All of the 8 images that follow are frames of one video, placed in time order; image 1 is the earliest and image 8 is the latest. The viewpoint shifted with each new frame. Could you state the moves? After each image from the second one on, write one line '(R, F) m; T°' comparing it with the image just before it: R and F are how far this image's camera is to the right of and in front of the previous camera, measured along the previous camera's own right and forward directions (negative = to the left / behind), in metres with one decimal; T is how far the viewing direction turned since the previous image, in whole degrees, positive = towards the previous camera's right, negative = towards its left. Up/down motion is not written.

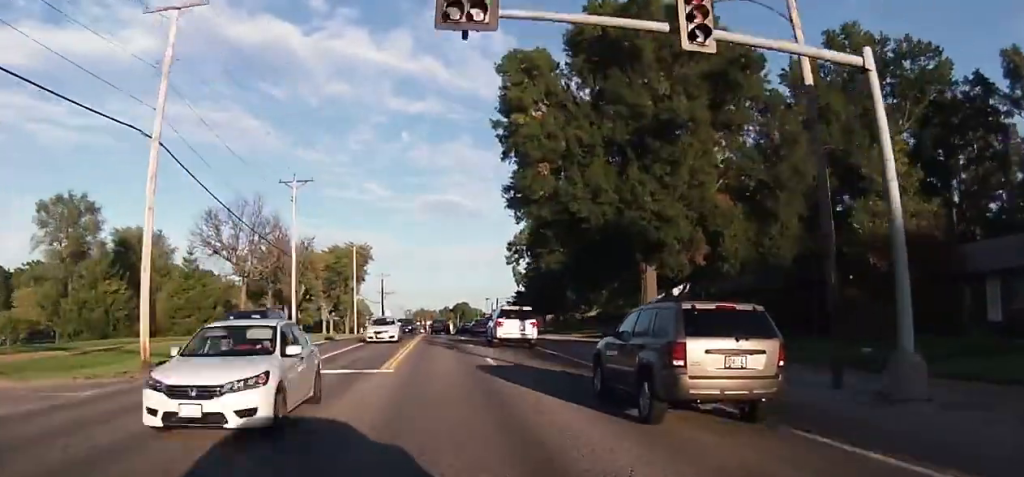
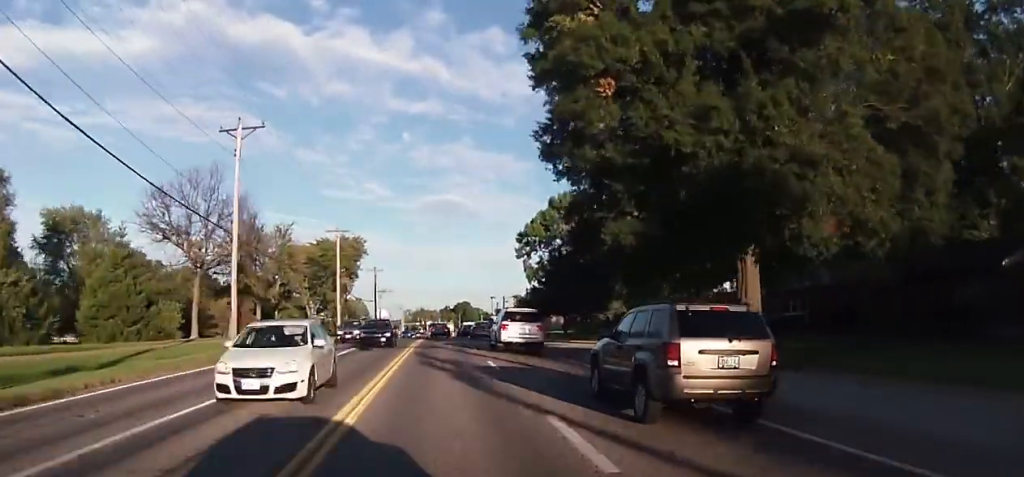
(-0.1, +12.9) m; 0°
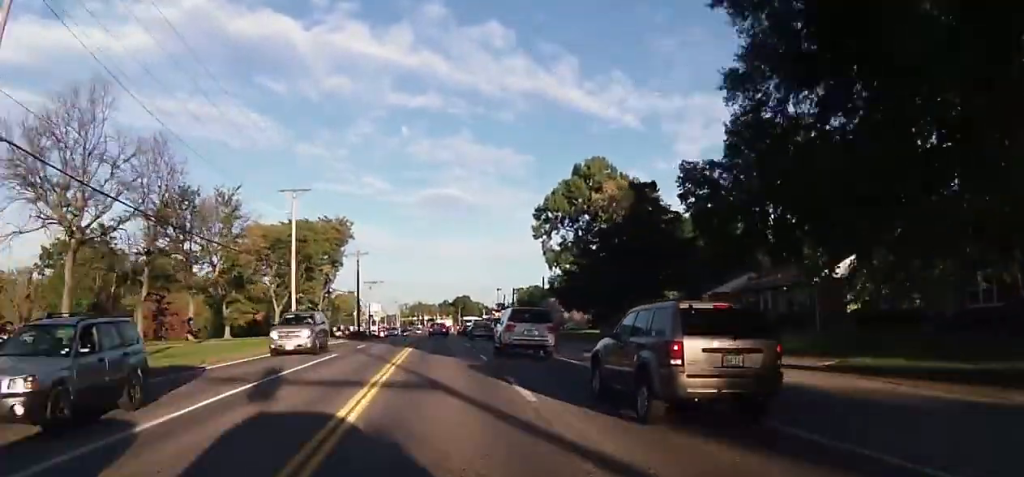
(+0.1, +18.8) m; 0°
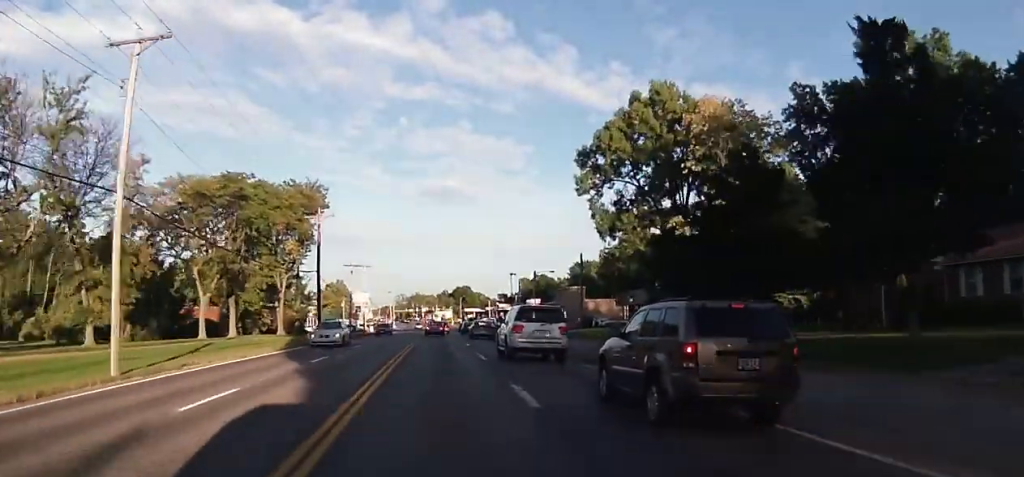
(-0.3, +24.6) m; 0°
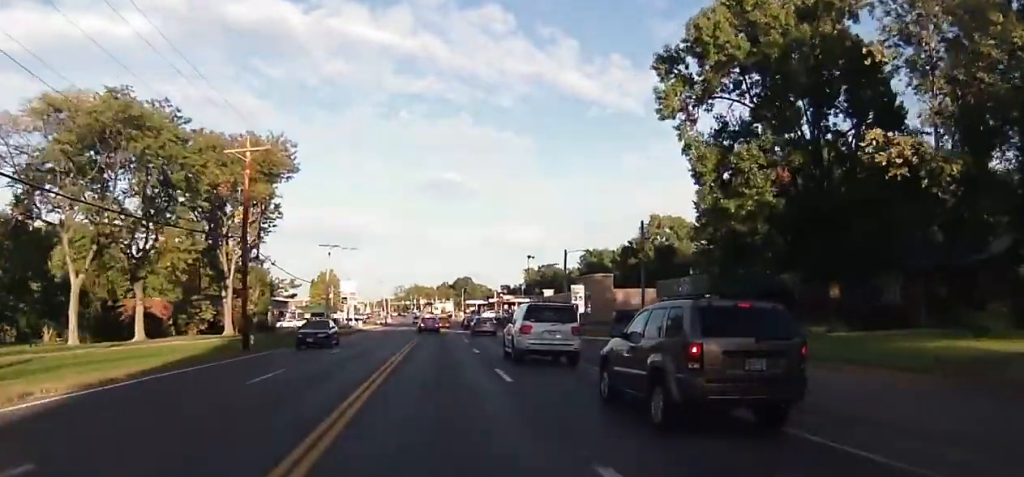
(+0.5, +18.4) m; 0°
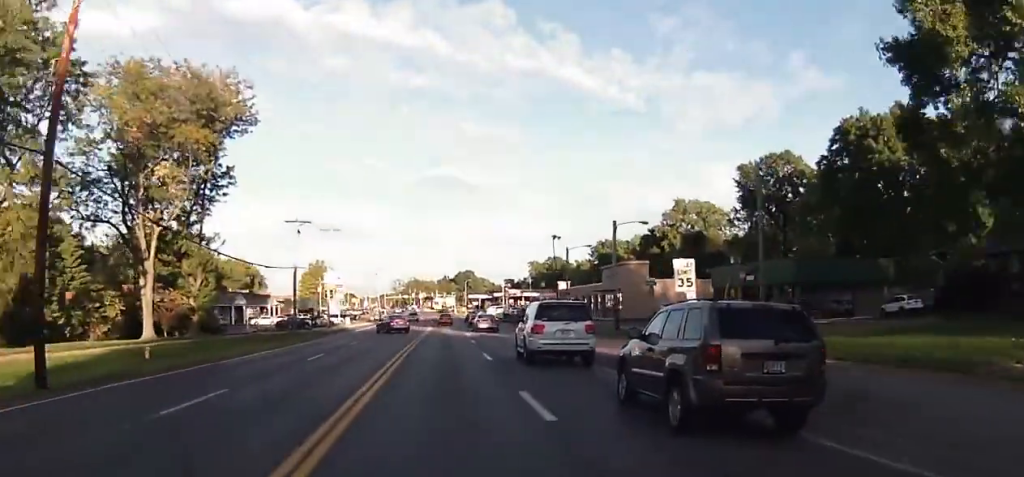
(-0.6, +19.9) m; -2°
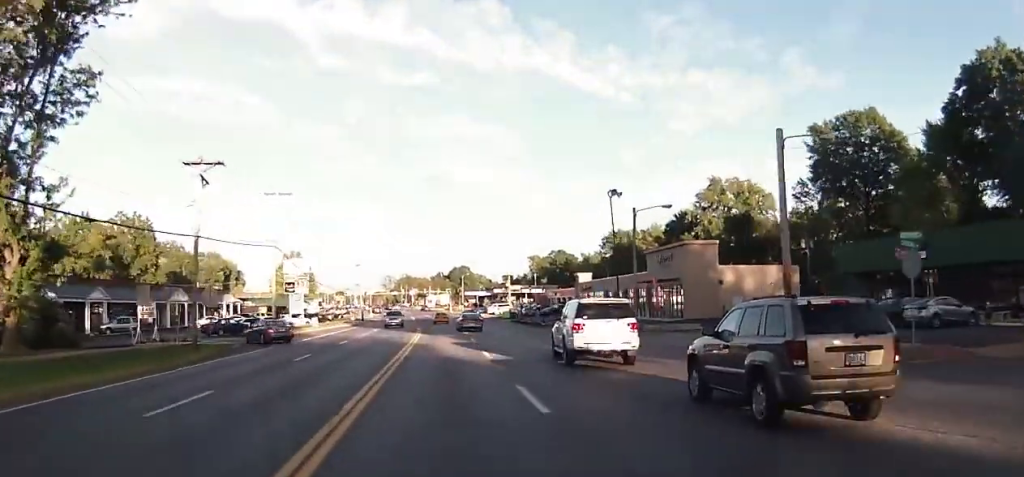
(+0.5, +25.4) m; +2°
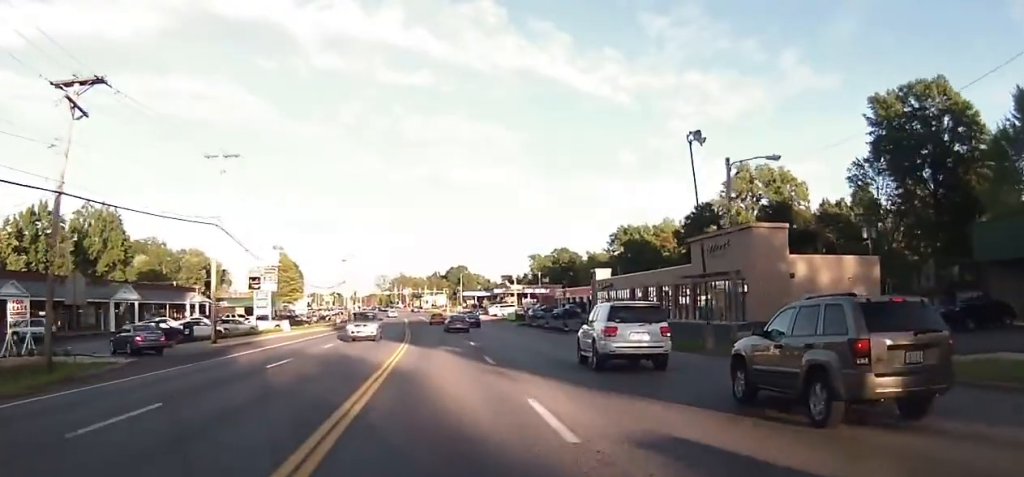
(+0.2, +14.7) m; +1°
